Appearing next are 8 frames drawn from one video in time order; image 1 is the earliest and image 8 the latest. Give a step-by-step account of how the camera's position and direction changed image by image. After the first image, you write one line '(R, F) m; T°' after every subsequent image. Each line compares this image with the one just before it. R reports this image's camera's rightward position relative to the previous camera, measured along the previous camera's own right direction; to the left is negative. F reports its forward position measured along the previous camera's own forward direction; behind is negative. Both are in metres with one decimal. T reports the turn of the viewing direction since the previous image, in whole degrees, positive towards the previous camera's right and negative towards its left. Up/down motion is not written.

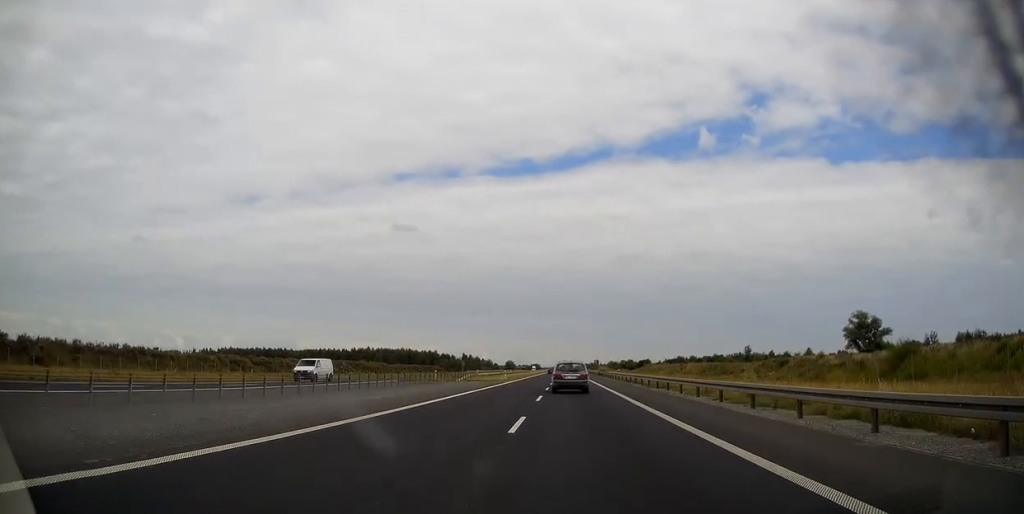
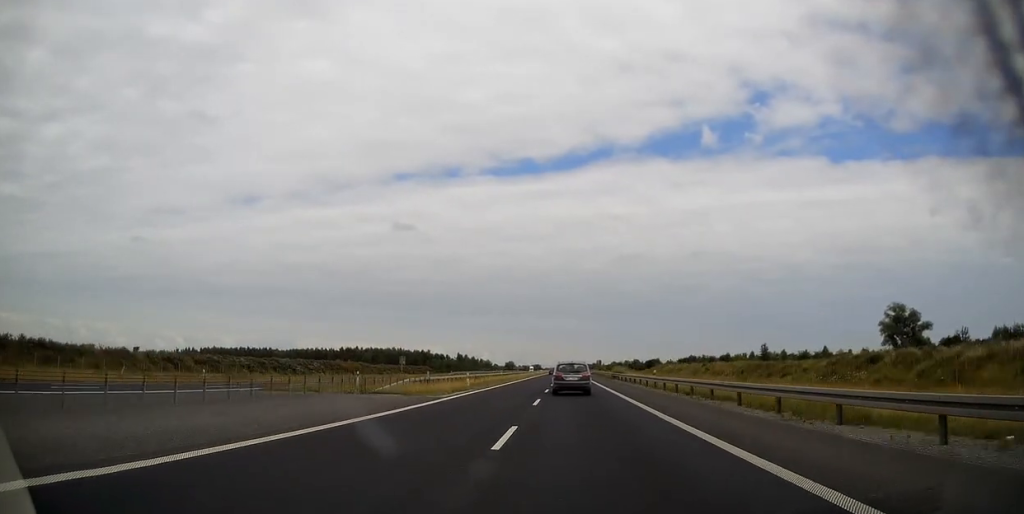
(+0.1, +26.5) m; 0°
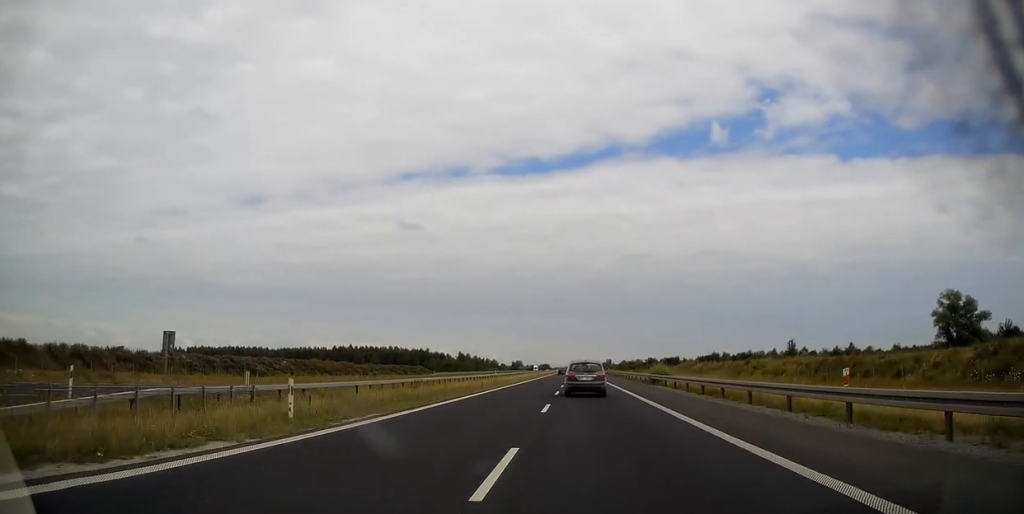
(-0.2, +27.9) m; -1°
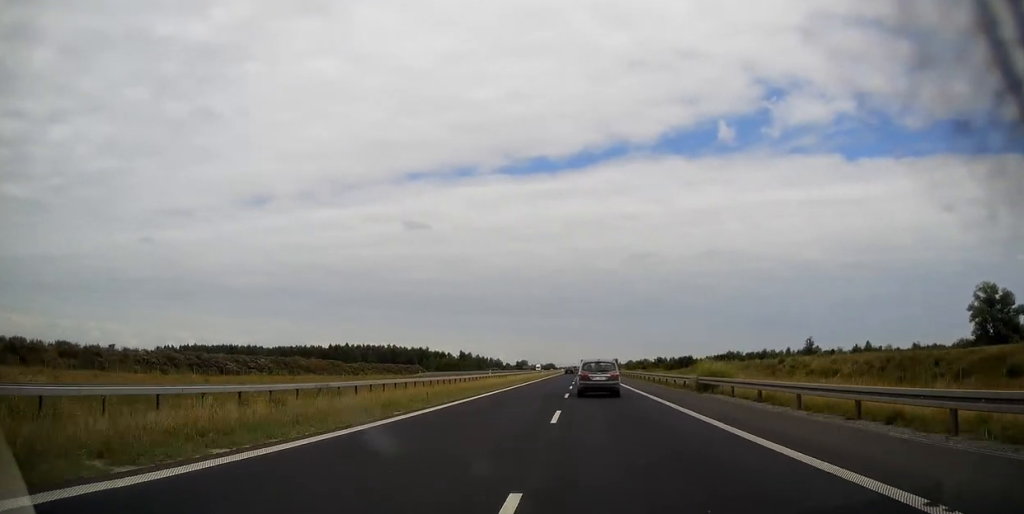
(-0.1, +15.7) m; 0°
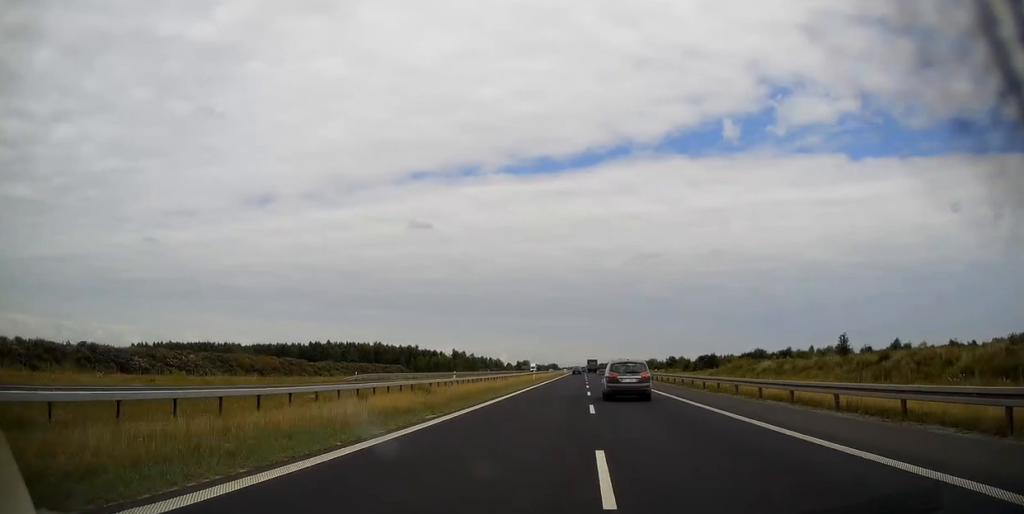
(-0.2, +32.7) m; 0°
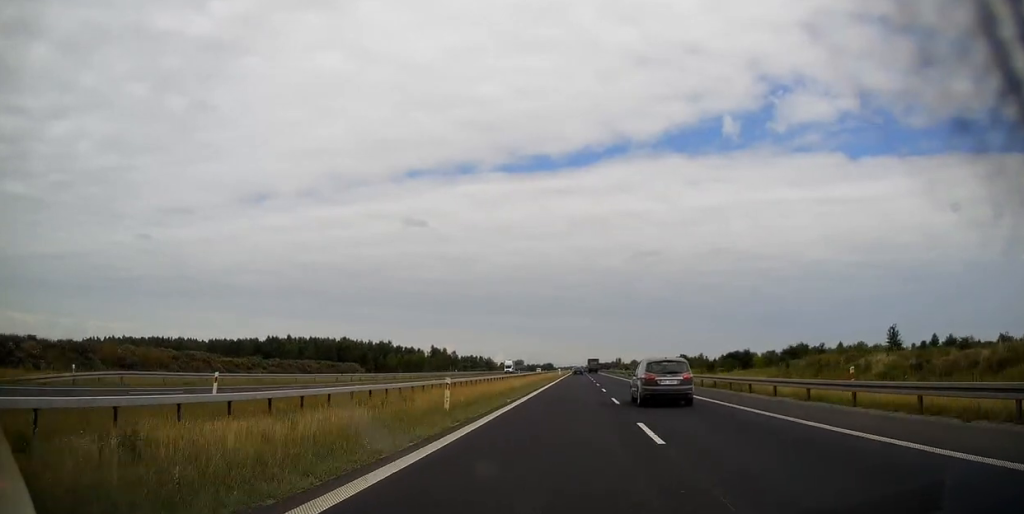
(0.0, +43.3) m; 0°
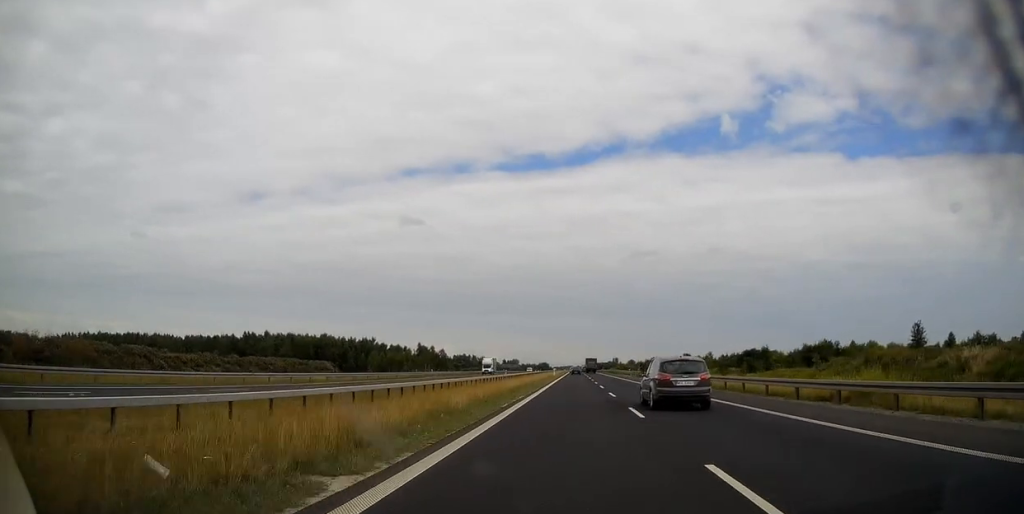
(-0.1, +17.2) m; 0°
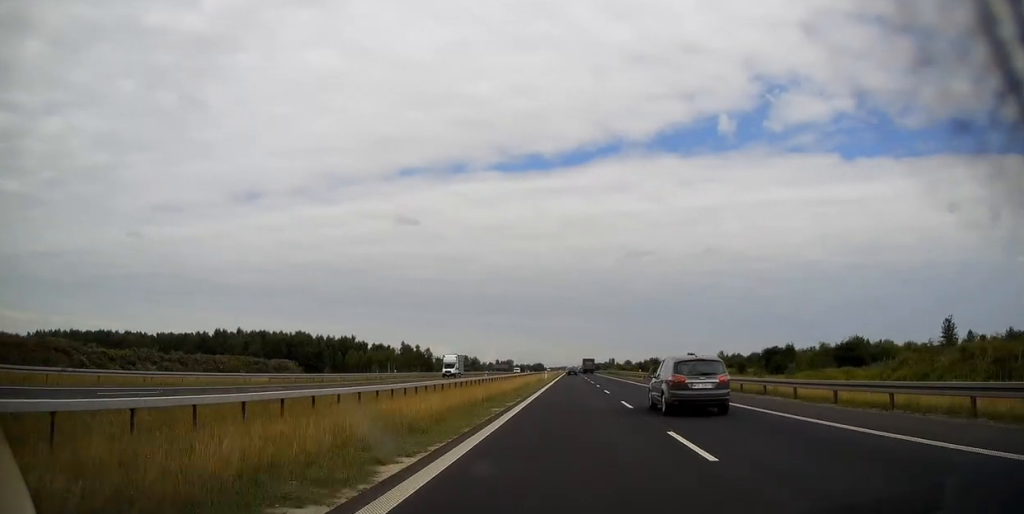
(+0.1, +19.6) m; 0°
